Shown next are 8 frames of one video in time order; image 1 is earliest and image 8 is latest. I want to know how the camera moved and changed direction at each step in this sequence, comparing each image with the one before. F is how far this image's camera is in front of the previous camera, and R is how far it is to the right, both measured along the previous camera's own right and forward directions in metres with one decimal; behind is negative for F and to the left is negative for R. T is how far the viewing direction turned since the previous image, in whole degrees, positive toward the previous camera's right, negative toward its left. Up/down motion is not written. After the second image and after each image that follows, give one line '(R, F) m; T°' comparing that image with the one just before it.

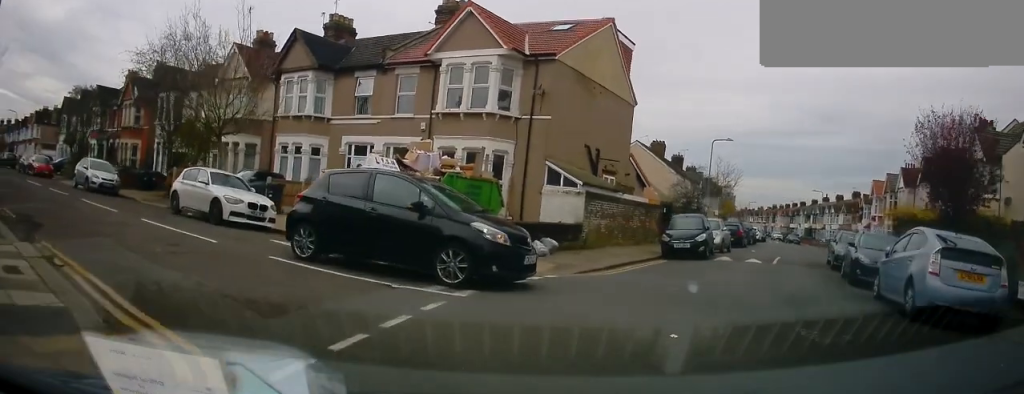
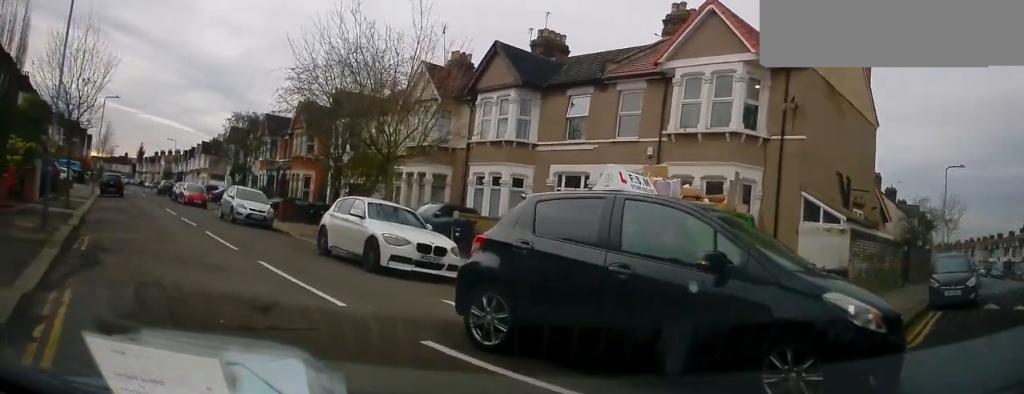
(-0.8, +4.2) m; -23°
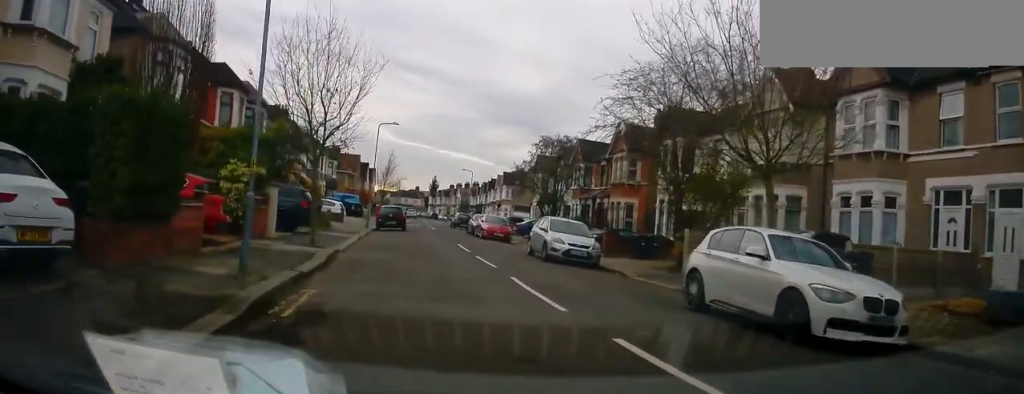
(-1.3, +3.7) m; -31°
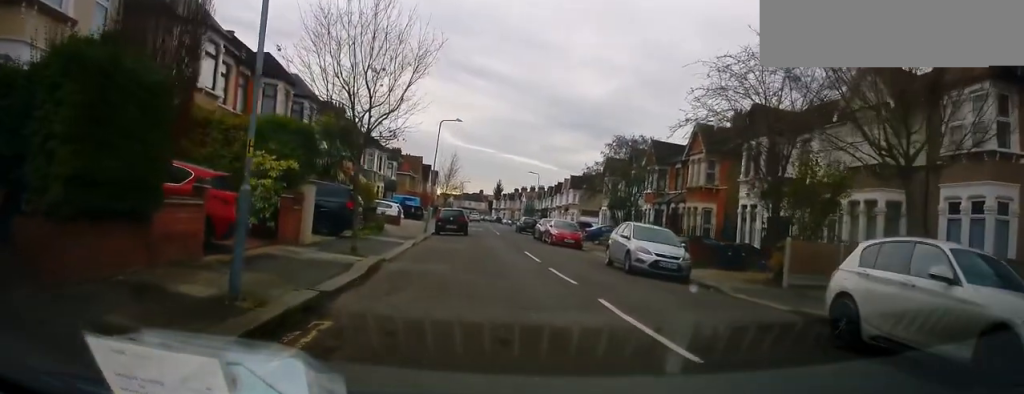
(+0.2, +2.3) m; +4°
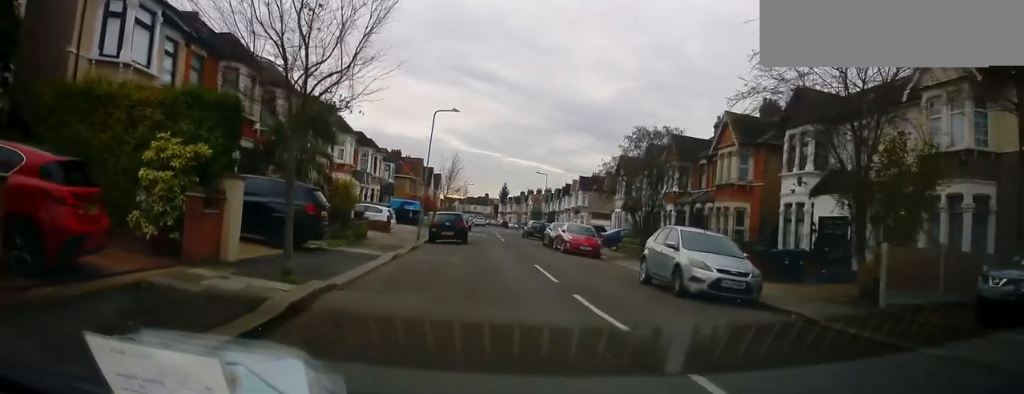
(0.0, +4.1) m; -1°
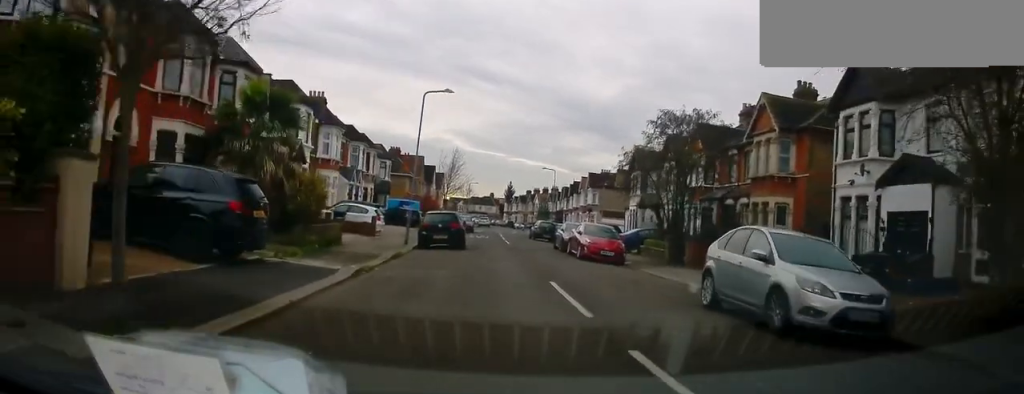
(-0.1, +4.2) m; -5°
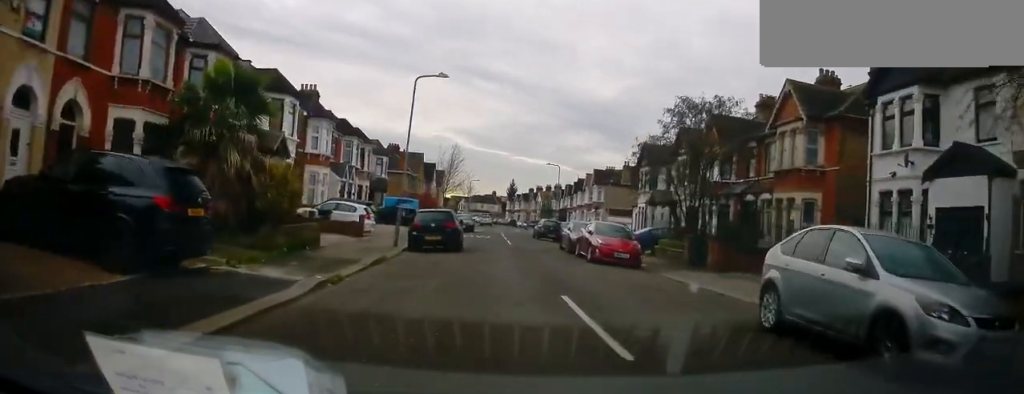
(-0.2, +2.4) m; -1°
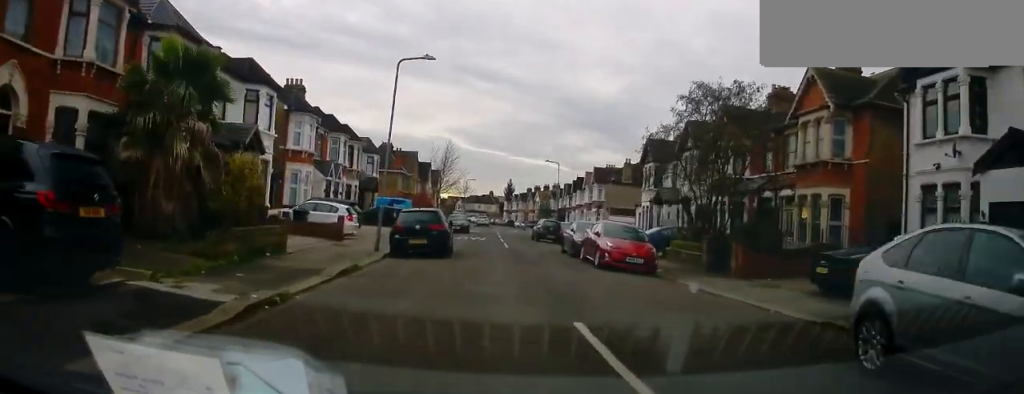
(0.0, +2.4) m; +1°
